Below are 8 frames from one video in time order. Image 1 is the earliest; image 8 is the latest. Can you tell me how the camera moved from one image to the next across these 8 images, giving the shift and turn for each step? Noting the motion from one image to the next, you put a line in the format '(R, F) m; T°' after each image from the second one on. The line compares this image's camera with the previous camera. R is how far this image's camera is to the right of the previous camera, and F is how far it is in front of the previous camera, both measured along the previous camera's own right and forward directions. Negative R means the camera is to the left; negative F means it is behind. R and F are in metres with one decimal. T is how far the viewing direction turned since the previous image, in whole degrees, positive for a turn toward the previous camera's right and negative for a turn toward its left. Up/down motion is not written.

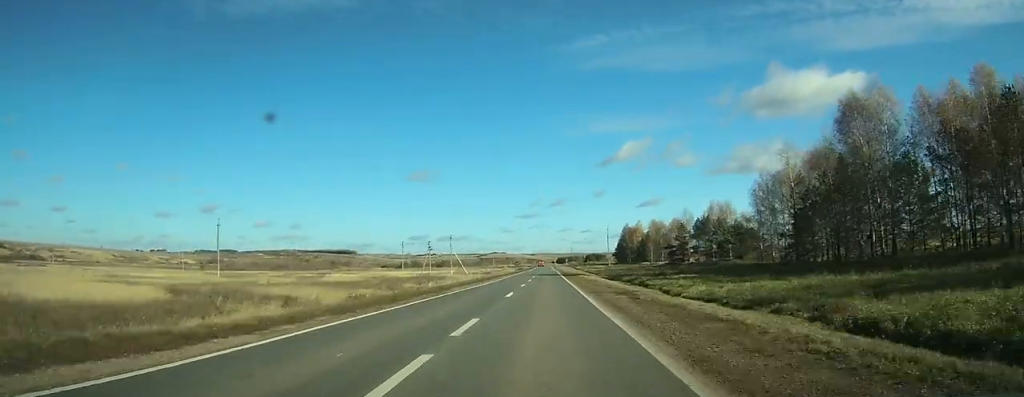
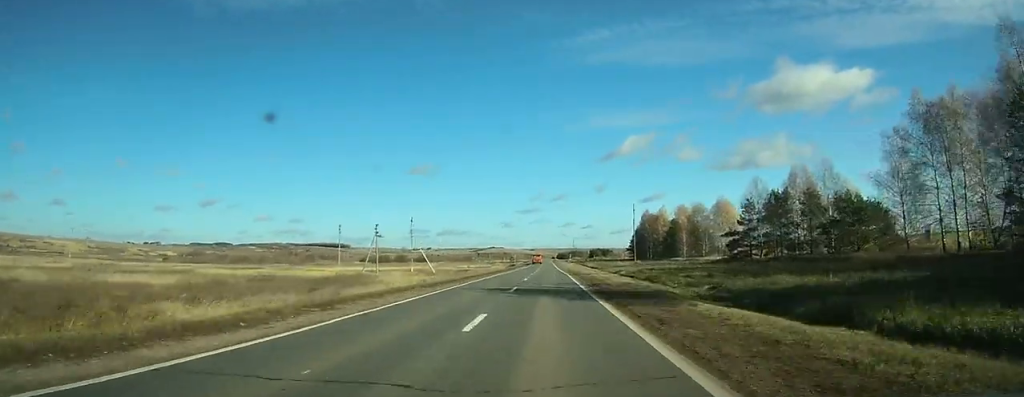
(0.0, +47.3) m; 0°
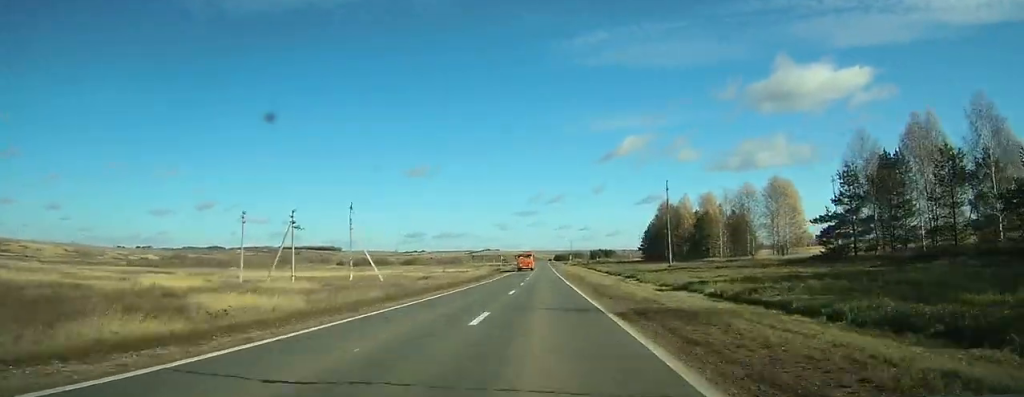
(-0.1, +34.8) m; 0°
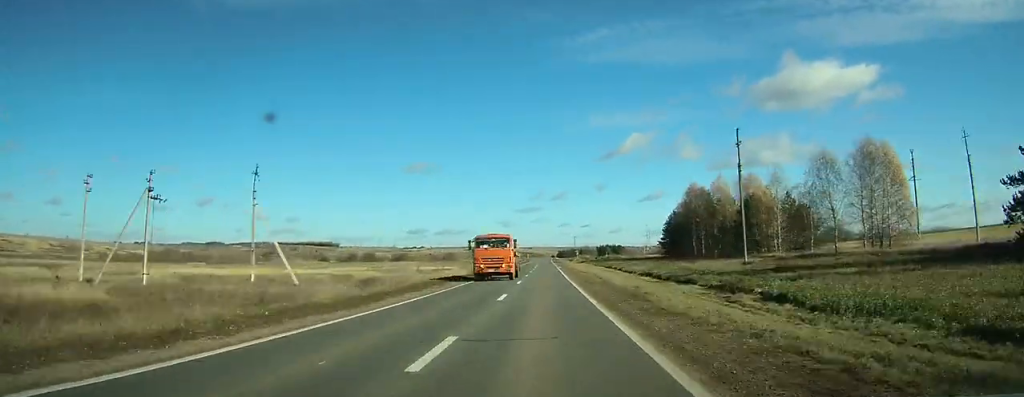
(0.0, +29.6) m; 0°
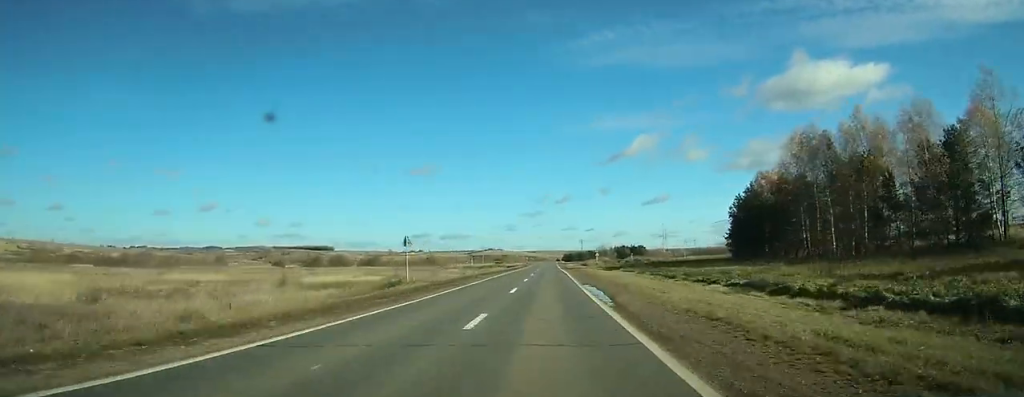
(+0.1, +59.3) m; 0°
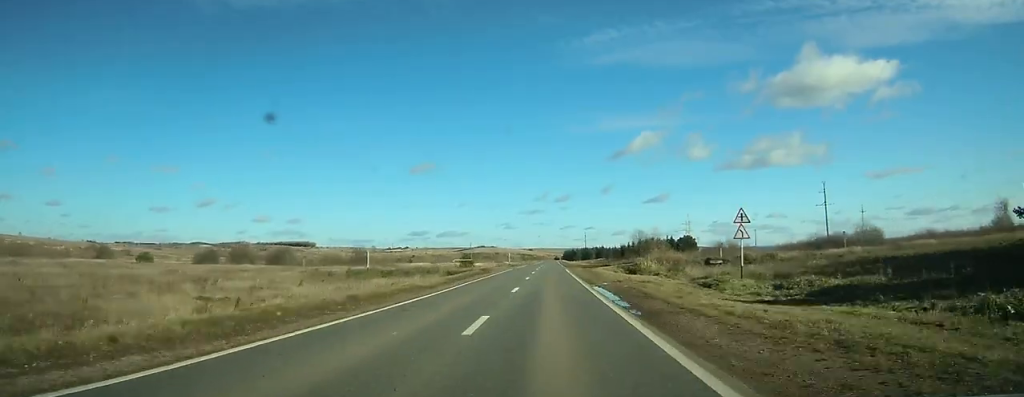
(-0.4, +95.4) m; 0°
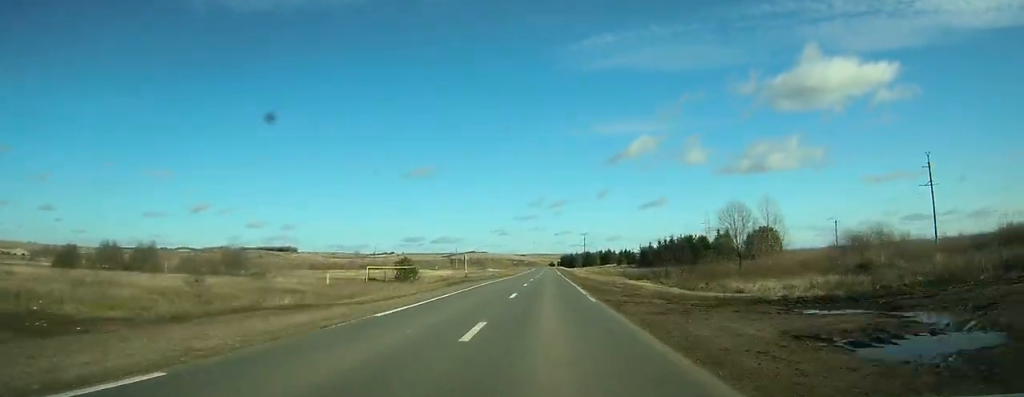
(+0.1, +65.4) m; 0°
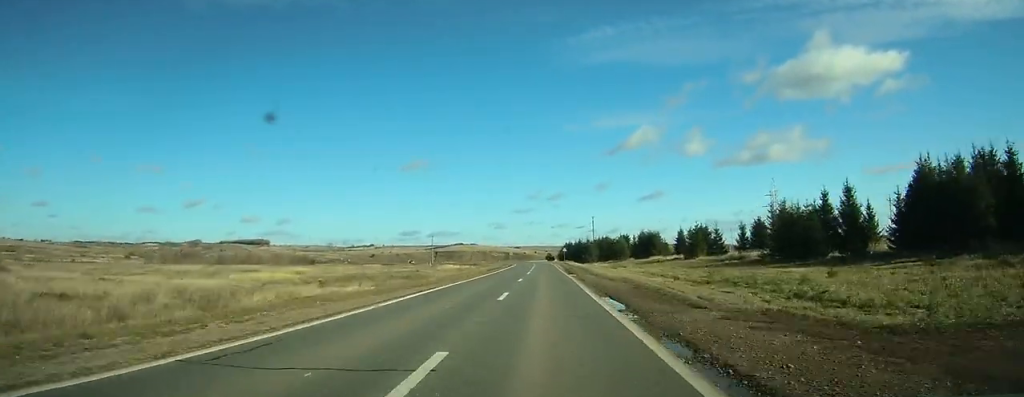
(+0.5, +97.2) m; 0°
